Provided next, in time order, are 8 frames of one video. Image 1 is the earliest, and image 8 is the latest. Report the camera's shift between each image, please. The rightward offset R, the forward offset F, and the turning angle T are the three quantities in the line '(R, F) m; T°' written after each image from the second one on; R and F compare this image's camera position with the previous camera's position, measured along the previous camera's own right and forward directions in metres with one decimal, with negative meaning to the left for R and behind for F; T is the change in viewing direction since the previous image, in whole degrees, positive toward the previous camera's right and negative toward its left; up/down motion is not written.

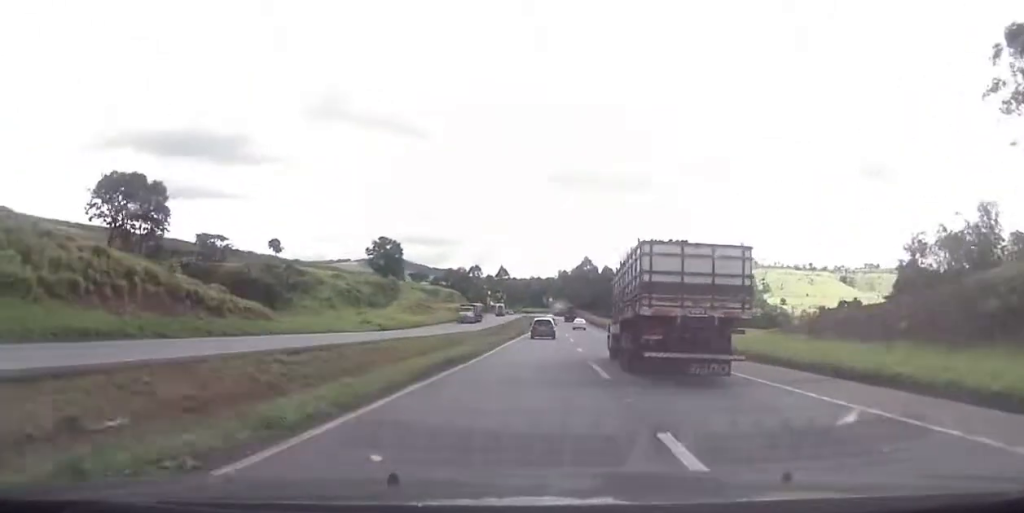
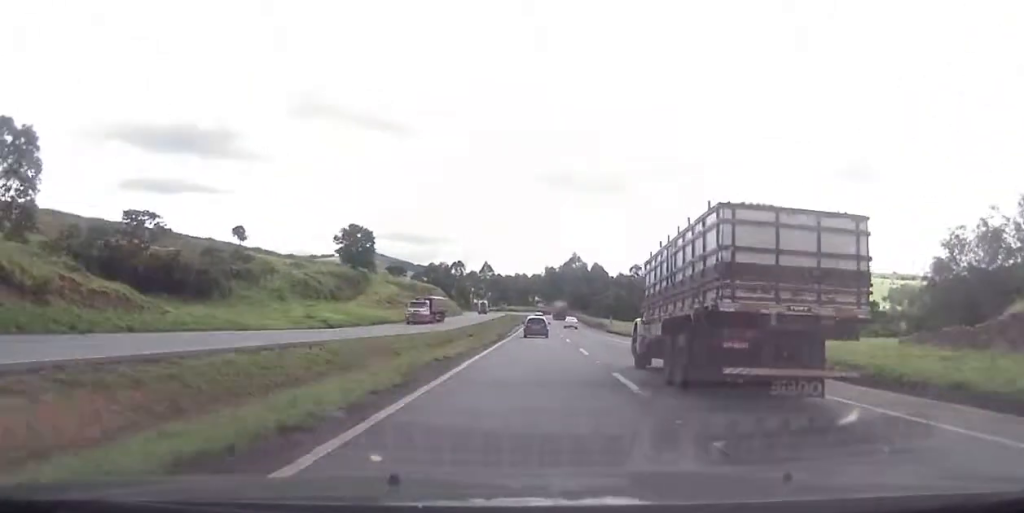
(+0.2, +17.8) m; +2°
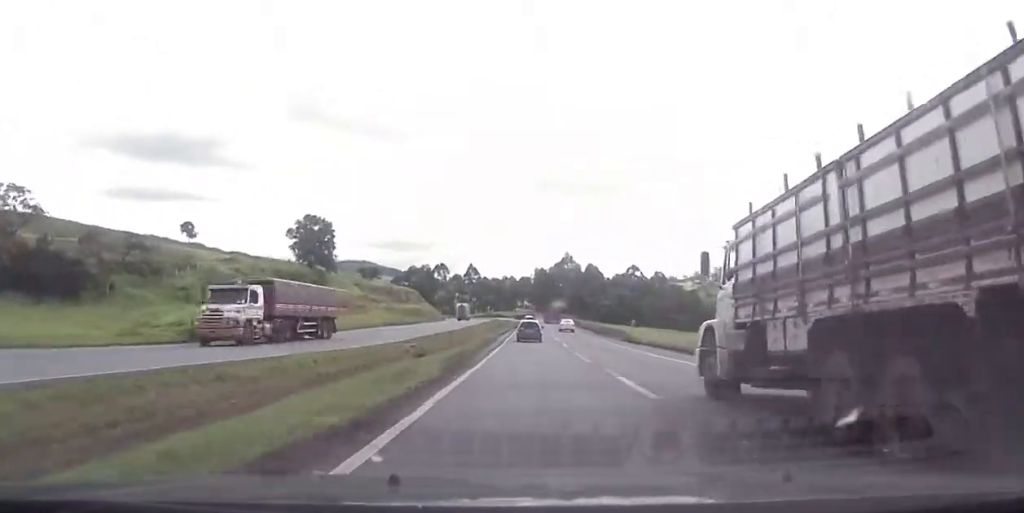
(+0.7, +25.0) m; +1°
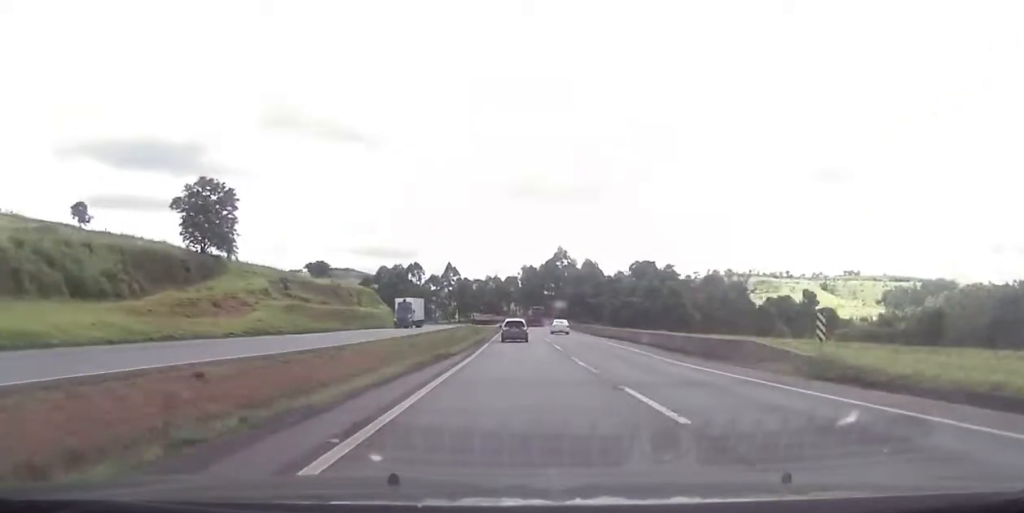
(+0.2, +42.7) m; +2°
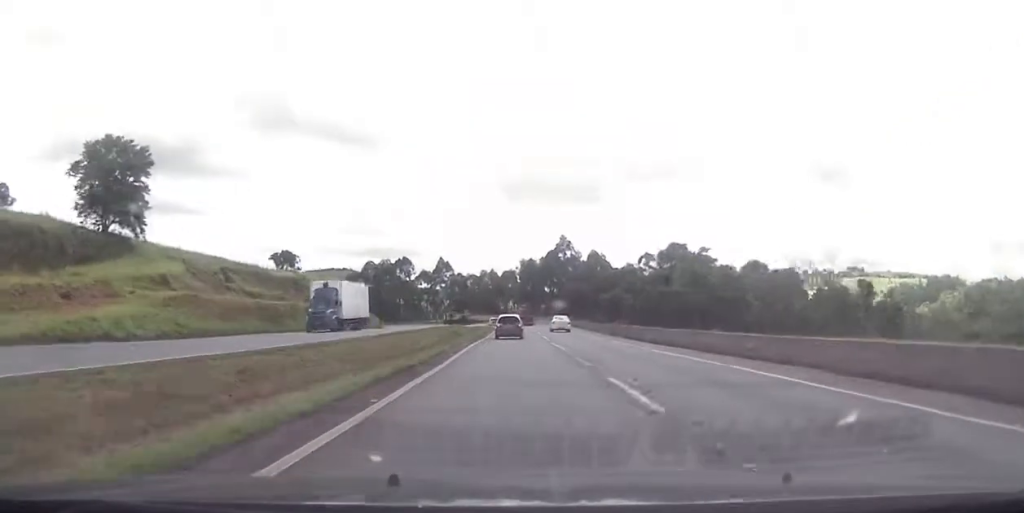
(+0.2, +24.9) m; 0°
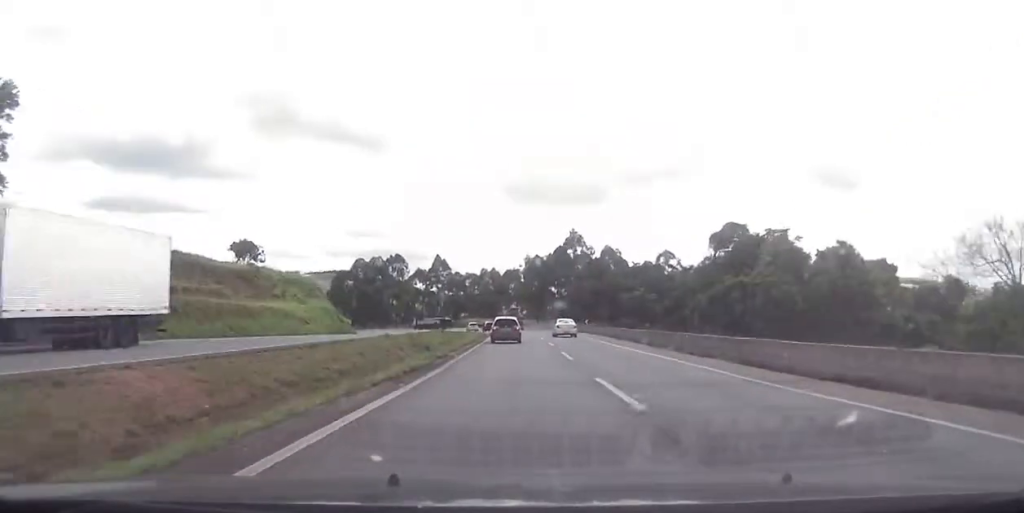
(-0.1, +25.6) m; 0°
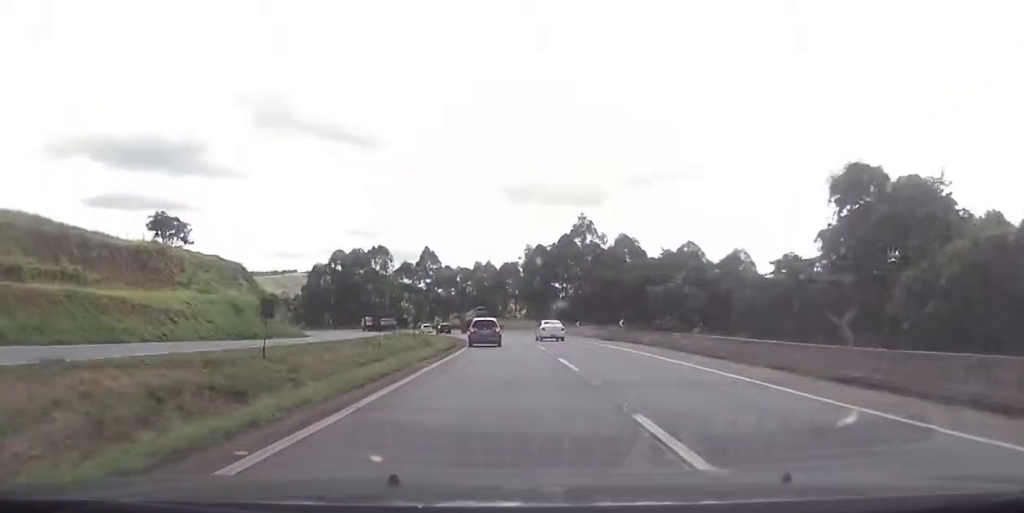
(-0.1, +30.6) m; 0°
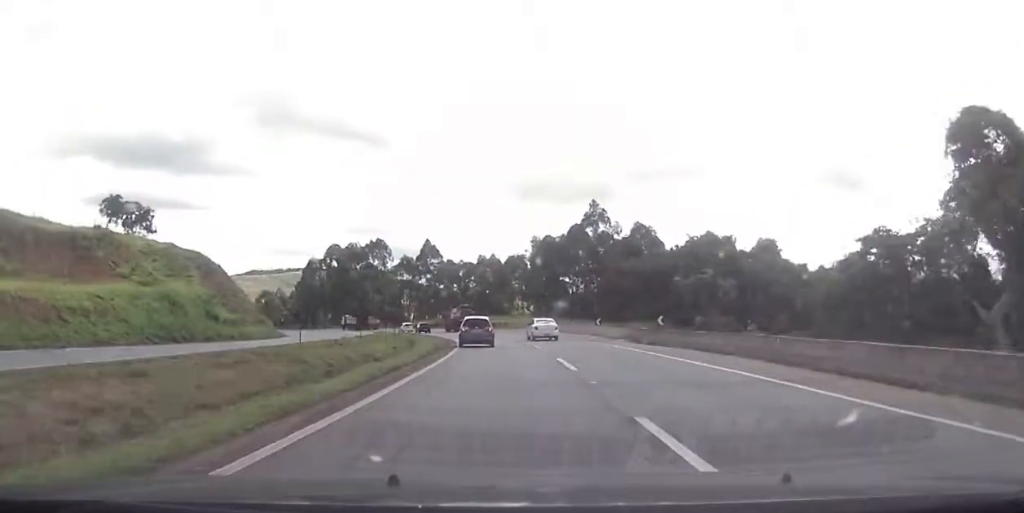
(0.0, +13.7) m; 0°
